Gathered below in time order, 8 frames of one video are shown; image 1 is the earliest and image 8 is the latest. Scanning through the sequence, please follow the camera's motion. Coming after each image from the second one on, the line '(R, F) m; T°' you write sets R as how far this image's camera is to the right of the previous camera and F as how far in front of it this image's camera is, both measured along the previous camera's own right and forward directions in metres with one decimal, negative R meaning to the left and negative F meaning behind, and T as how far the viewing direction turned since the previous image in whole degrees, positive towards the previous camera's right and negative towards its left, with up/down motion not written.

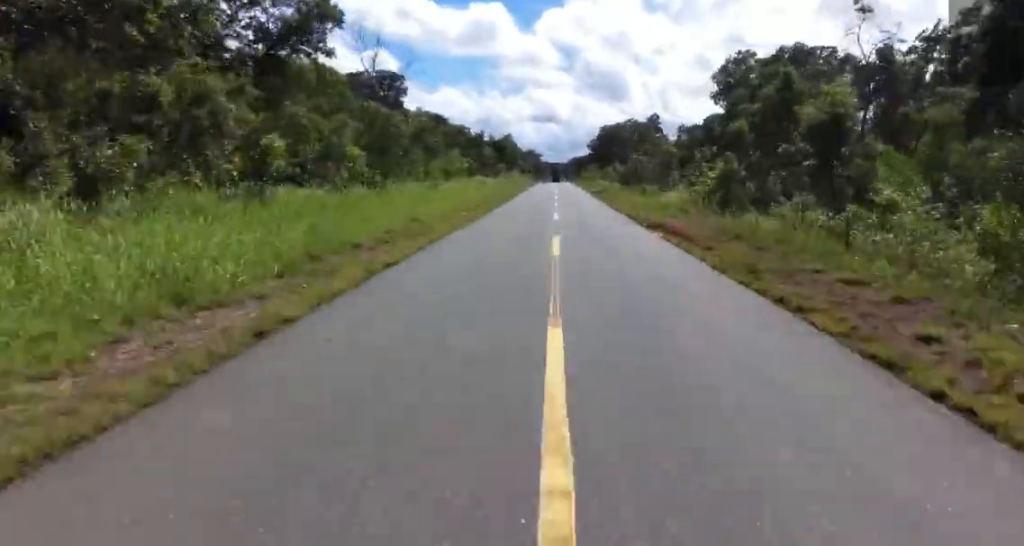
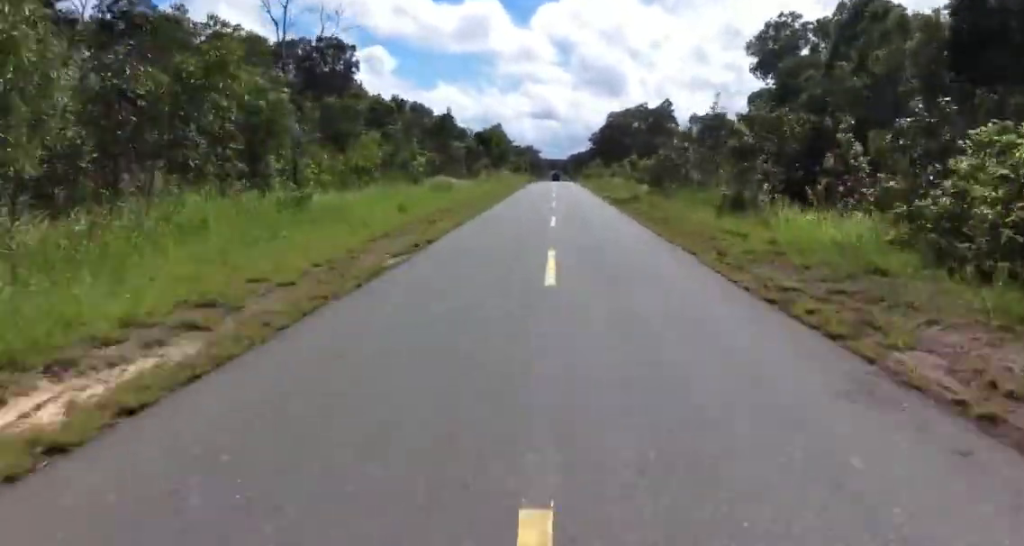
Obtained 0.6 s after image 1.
(0.0, +19.6) m; 0°
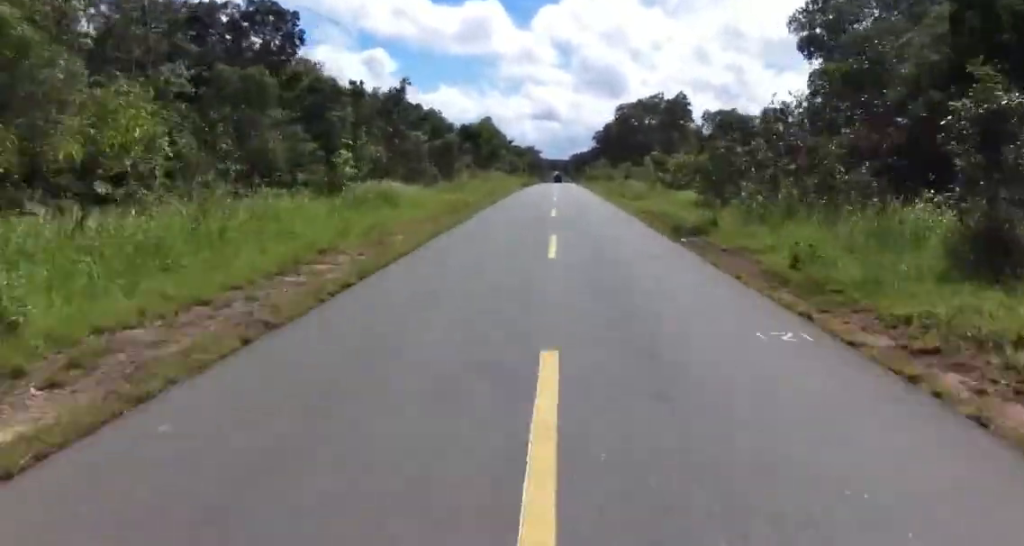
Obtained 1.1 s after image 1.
(0.0, +14.4) m; 0°
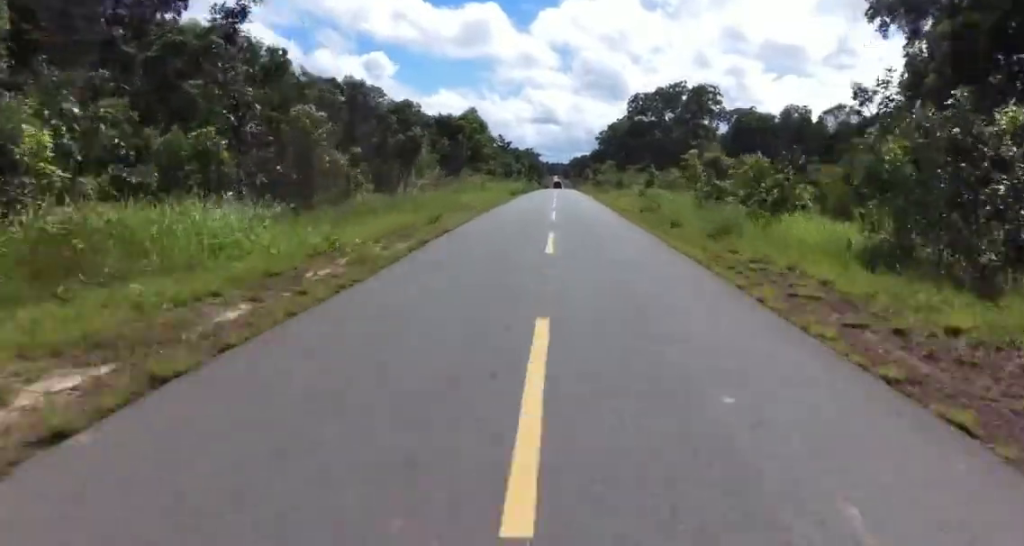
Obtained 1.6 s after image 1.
(-0.1, +15.3) m; 0°
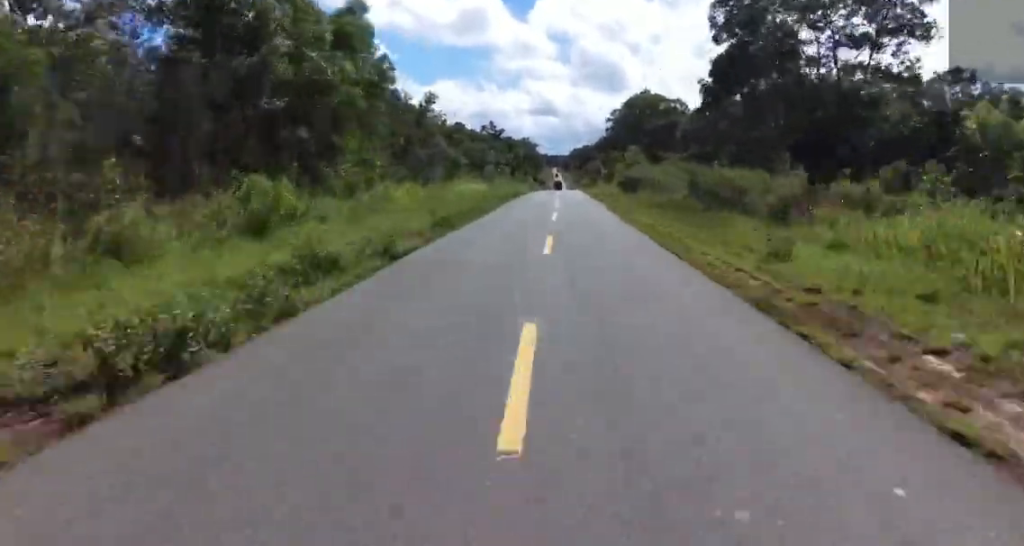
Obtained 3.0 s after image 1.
(-0.2, +41.5) m; 0°
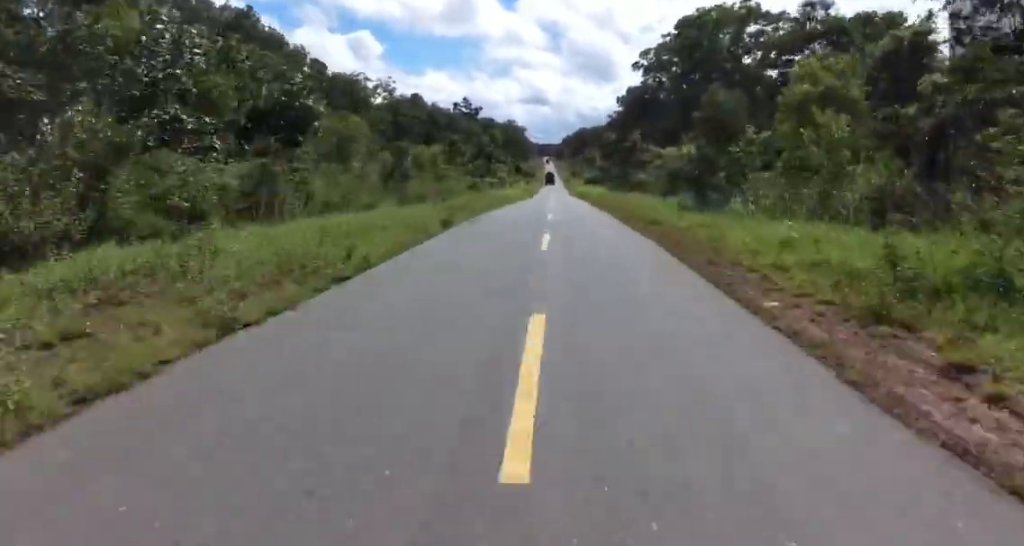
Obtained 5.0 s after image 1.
(+0.2, +59.1) m; +4°
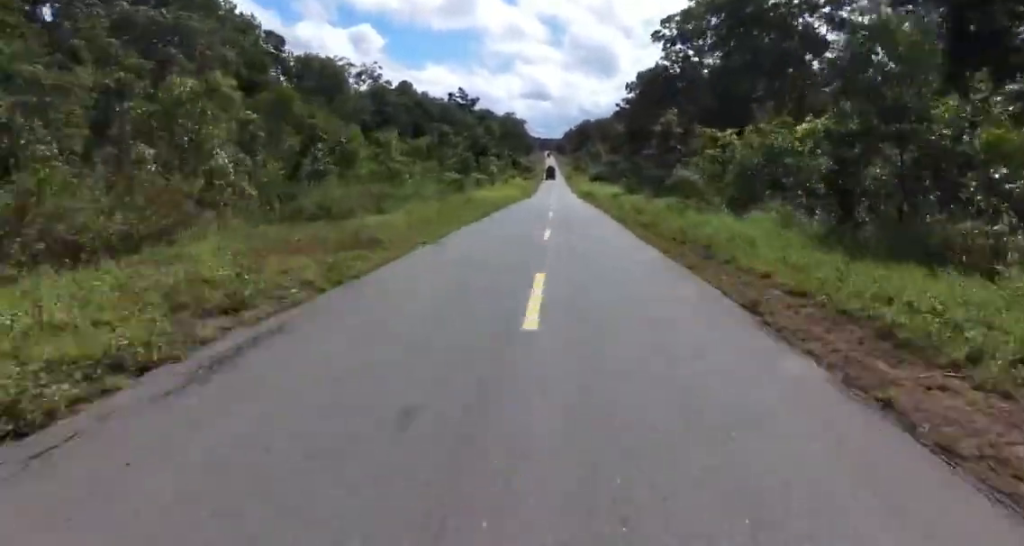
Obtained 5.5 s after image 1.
(+0.8, +15.1) m; 0°
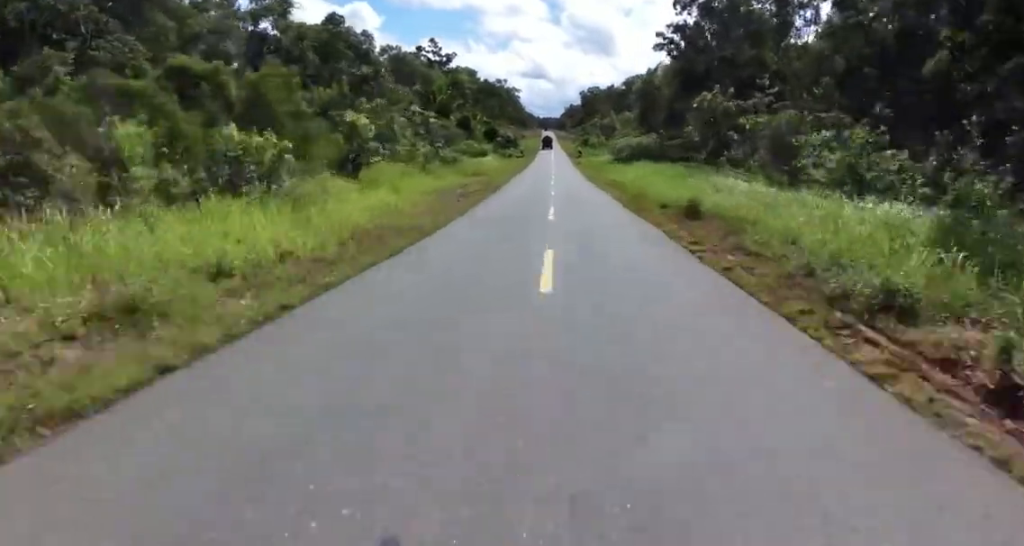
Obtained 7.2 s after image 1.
(-0.8, +50.5) m; -3°
